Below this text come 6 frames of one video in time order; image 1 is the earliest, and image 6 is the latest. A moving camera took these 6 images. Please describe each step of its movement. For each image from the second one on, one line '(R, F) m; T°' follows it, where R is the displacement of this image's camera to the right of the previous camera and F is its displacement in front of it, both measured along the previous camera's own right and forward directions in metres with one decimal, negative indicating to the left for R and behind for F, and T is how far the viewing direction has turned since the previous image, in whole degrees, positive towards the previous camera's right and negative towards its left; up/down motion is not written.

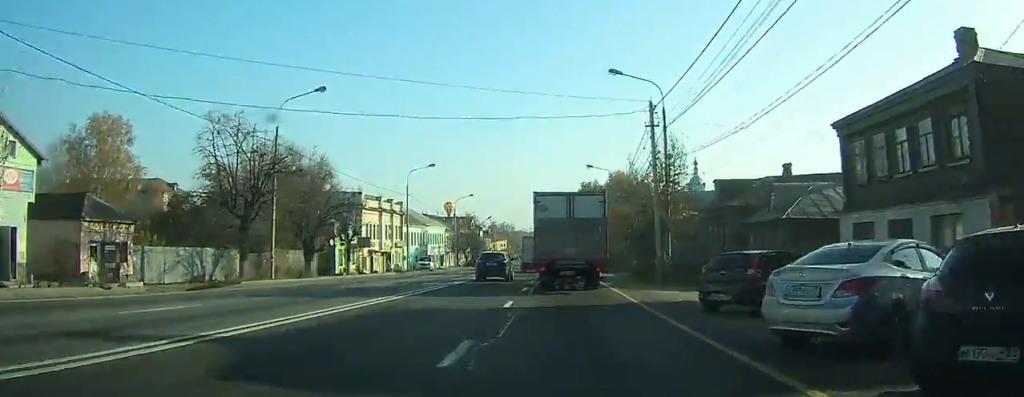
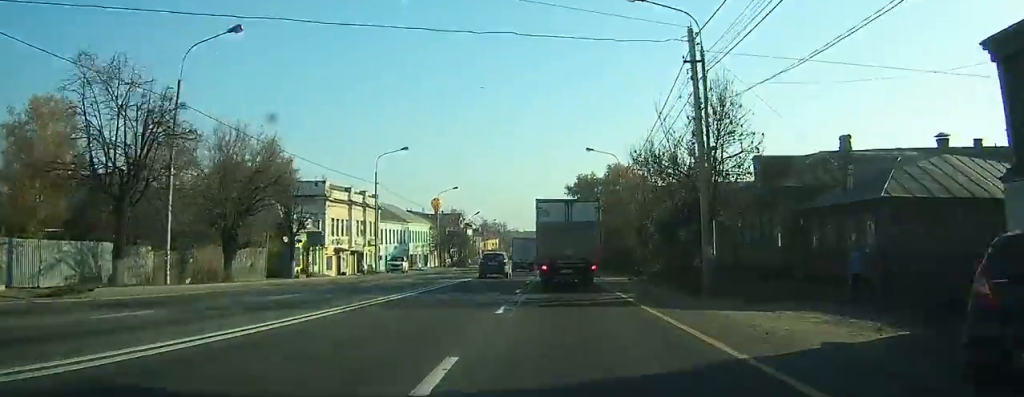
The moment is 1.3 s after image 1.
(0.0, +10.1) m; 0°
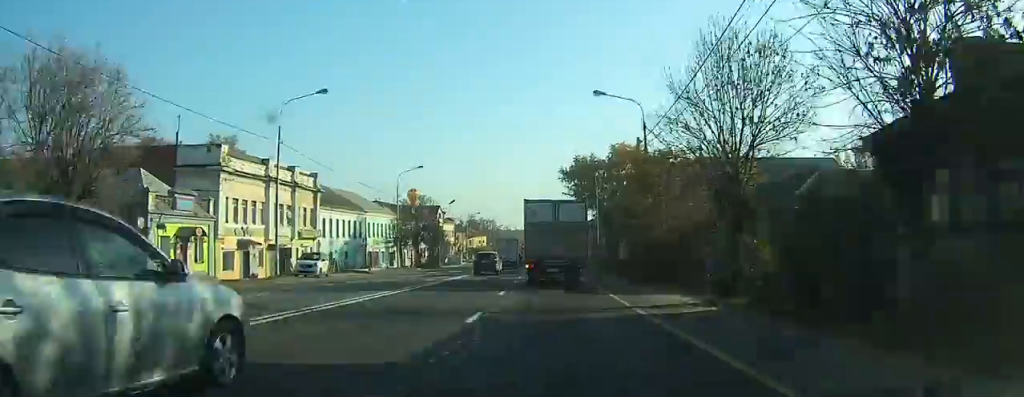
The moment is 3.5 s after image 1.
(+0.1, +17.7) m; 0°
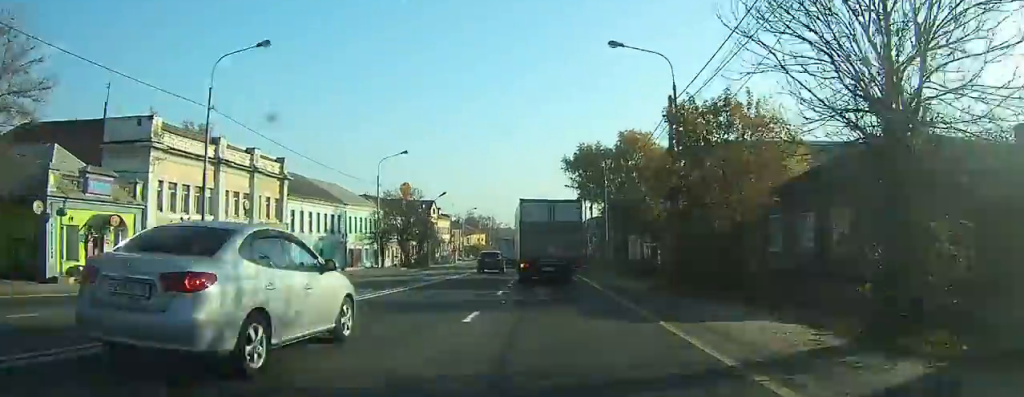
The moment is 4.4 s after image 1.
(0.0, +7.6) m; 0°
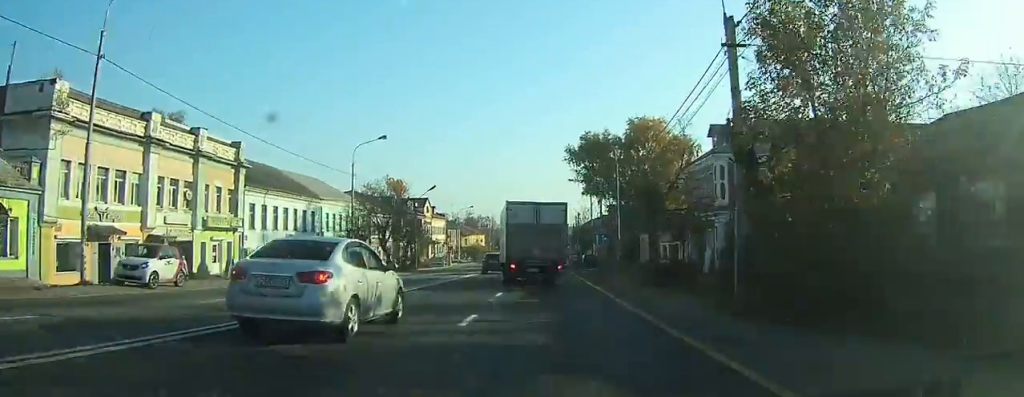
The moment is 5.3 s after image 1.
(0.0, +7.8) m; 0°
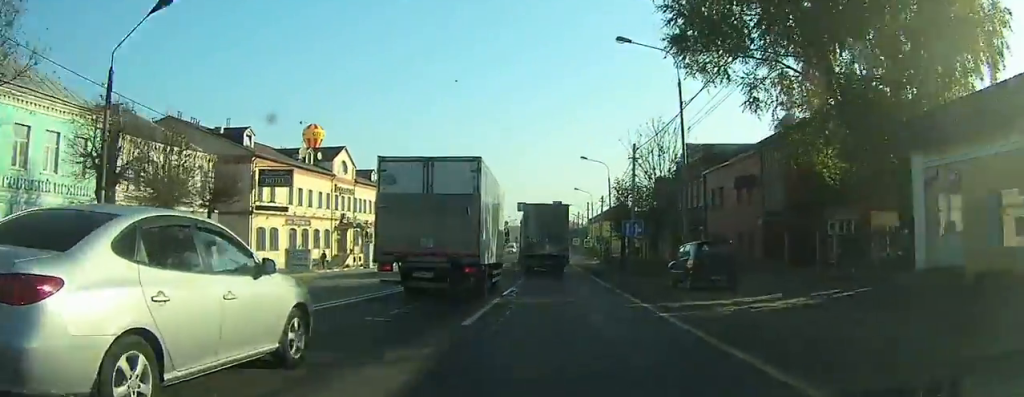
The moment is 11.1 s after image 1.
(-0.2, +46.8) m; -1°
